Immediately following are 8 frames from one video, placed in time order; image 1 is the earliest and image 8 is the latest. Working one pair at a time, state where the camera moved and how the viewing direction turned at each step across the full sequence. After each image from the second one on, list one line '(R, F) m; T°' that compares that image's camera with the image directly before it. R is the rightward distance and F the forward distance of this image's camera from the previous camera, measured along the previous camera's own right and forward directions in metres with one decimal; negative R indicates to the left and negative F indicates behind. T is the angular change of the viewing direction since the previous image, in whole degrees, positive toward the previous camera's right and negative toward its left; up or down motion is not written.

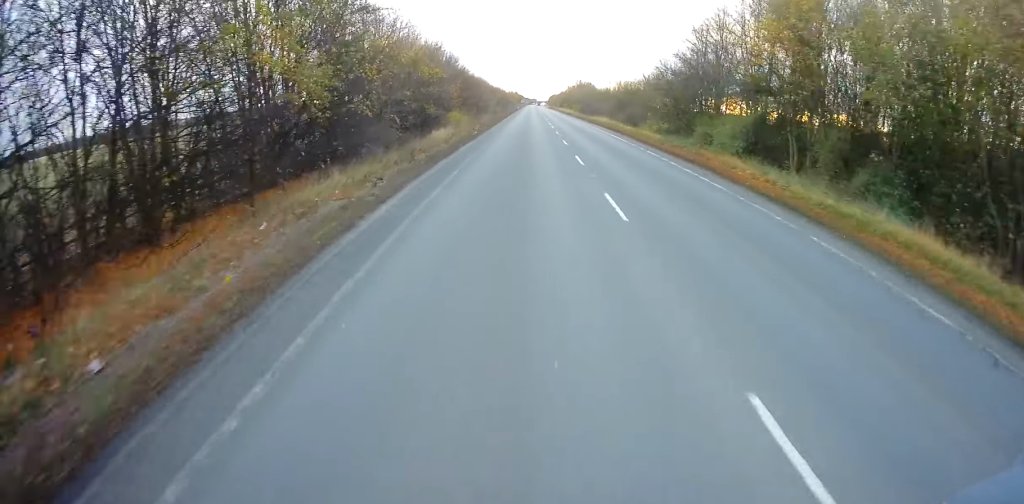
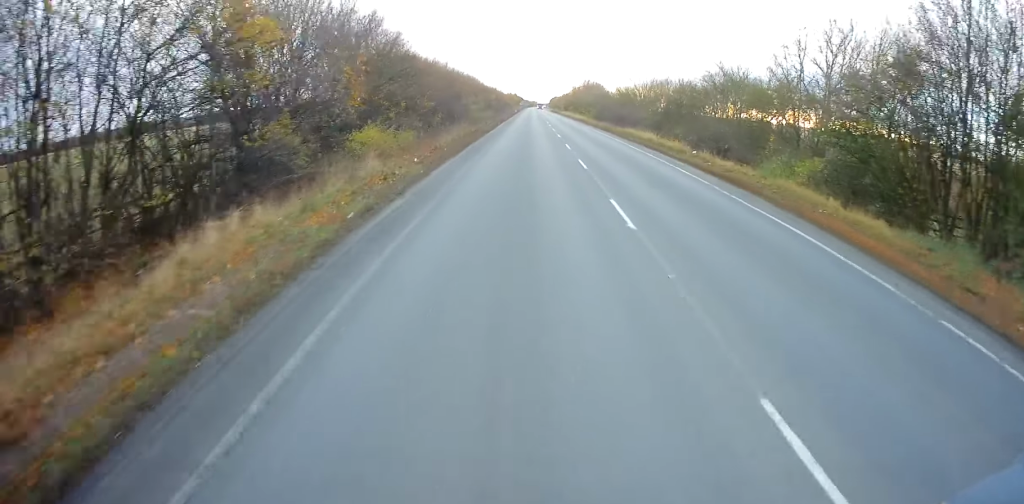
(+0.1, +26.9) m; 0°
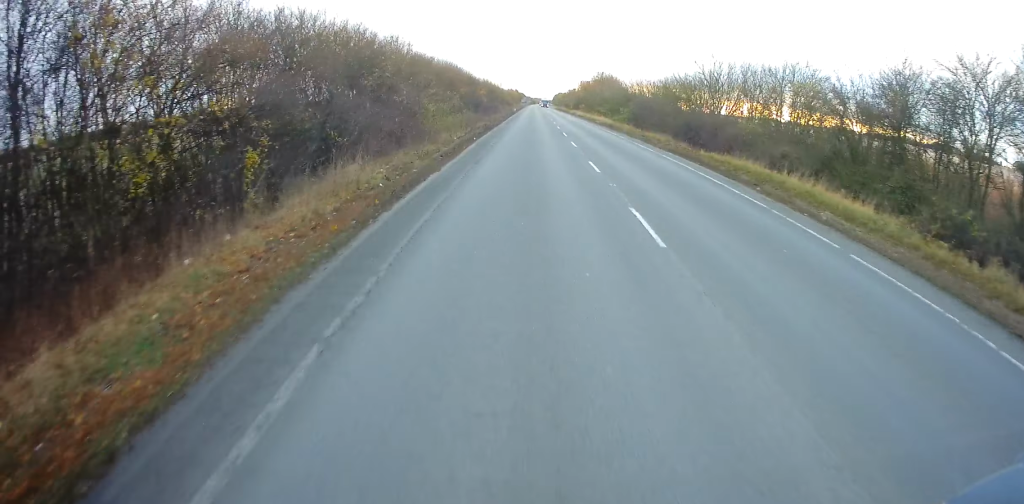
(-0.1, +28.4) m; 0°
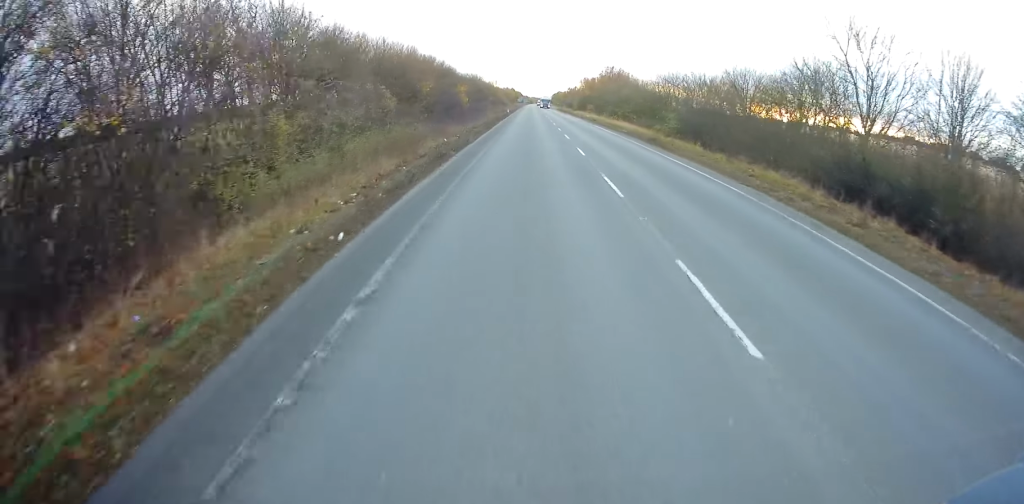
(+0.1, +22.1) m; 0°
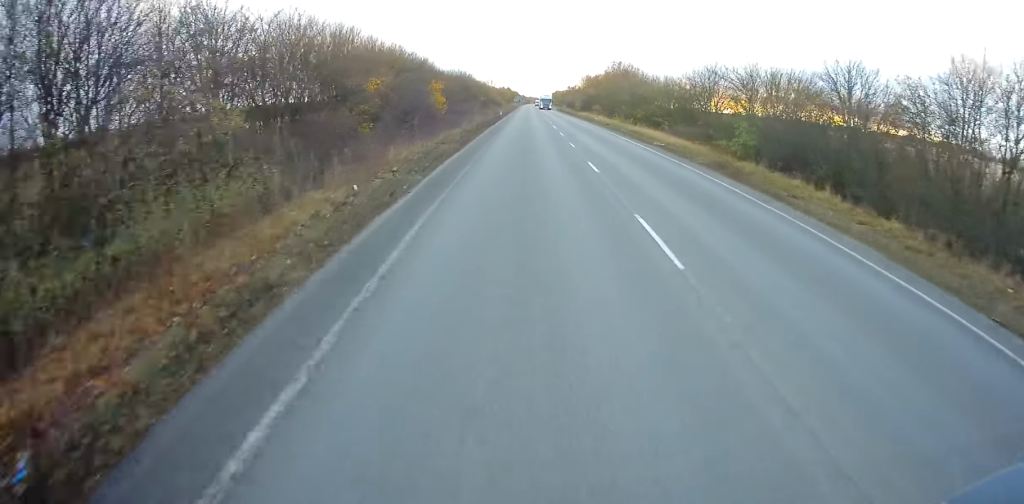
(0.0, +15.0) m; 0°
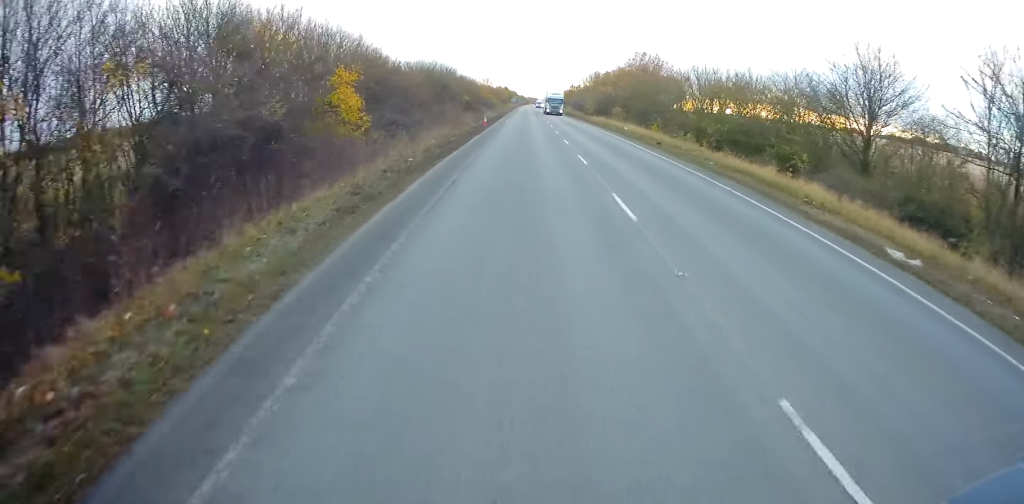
(-0.1, +24.4) m; 0°
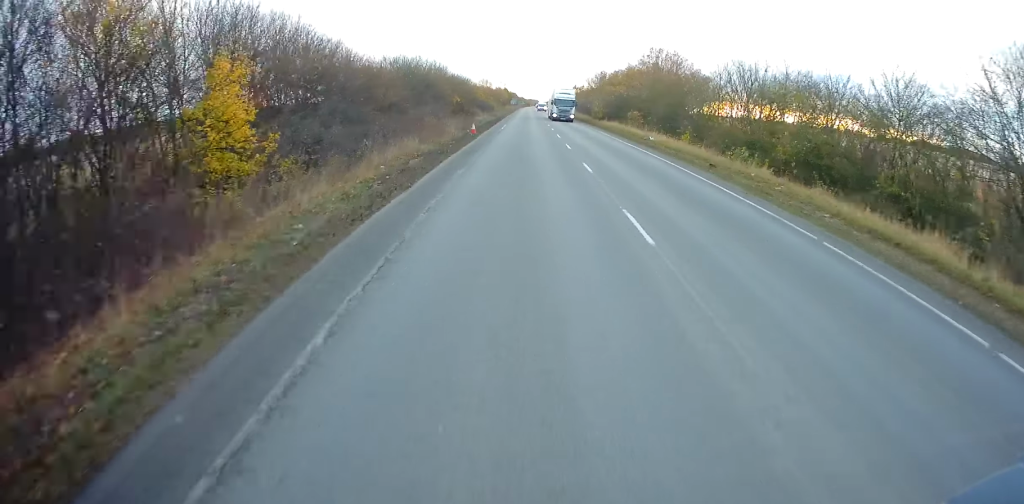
(+0.1, +10.8) m; 0°
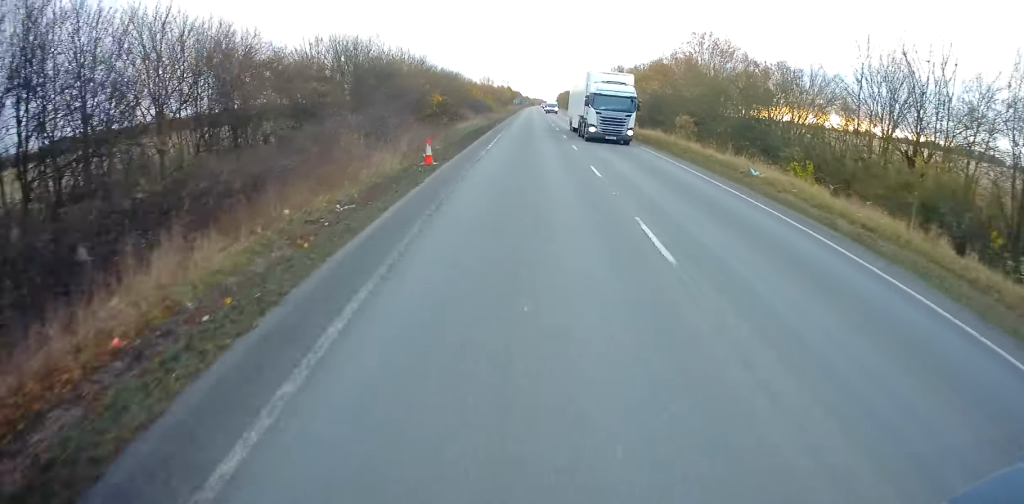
(0.0, +18.8) m; 0°
